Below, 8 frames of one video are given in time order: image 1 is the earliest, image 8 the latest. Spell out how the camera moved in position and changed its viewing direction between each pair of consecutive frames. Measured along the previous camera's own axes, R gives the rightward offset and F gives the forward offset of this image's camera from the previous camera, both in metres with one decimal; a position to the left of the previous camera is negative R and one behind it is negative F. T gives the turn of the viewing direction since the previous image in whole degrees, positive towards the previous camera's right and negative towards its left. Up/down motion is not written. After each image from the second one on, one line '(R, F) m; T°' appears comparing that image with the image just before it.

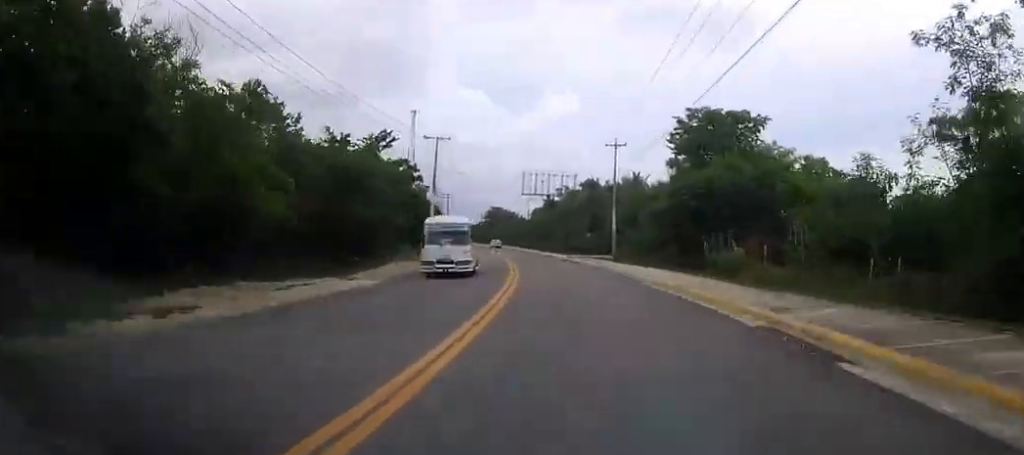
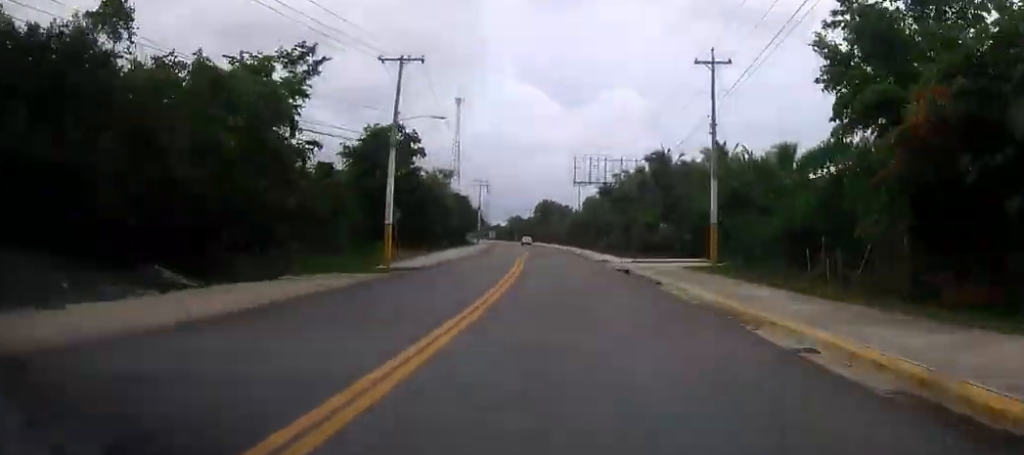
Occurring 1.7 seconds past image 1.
(-0.4, +27.3) m; -4°
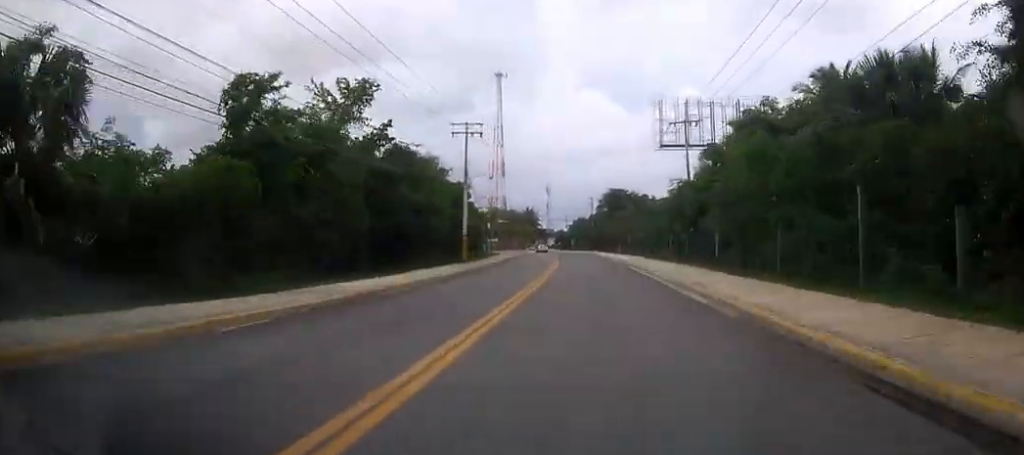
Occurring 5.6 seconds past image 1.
(-4.2, +65.8) m; -5°
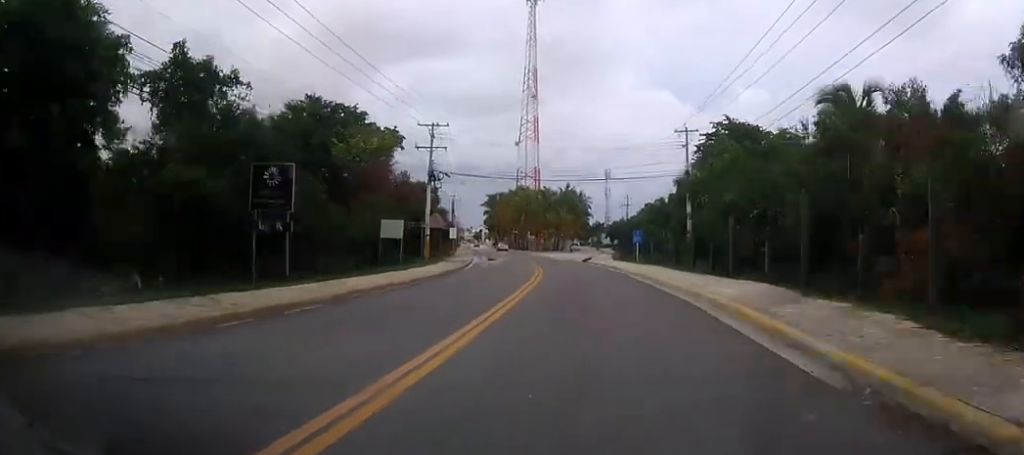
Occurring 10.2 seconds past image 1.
(-3.6, +80.0) m; -6°
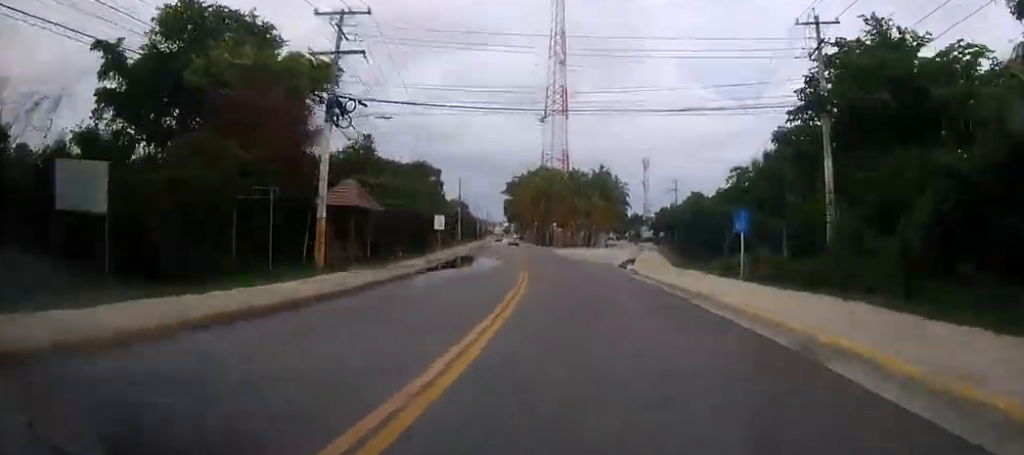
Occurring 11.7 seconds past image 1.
(0.0, +26.0) m; -3°
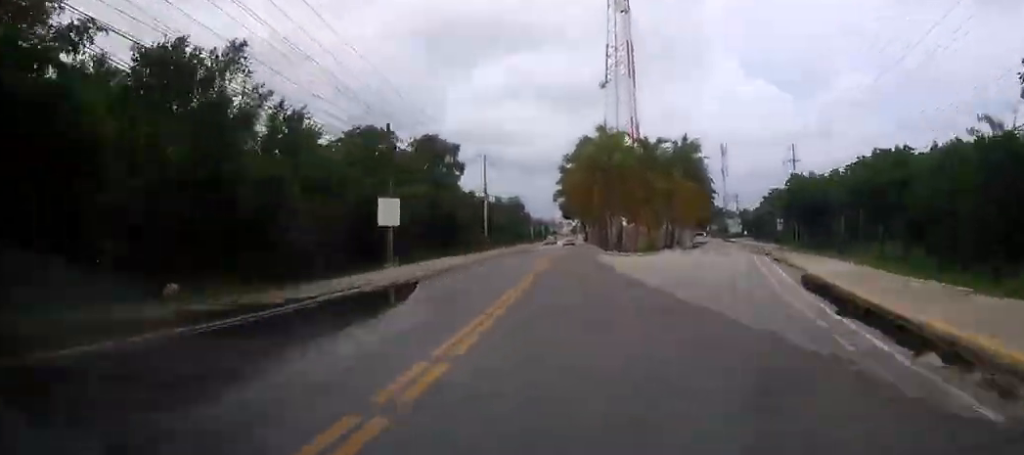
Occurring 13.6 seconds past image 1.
(-1.4, +30.8) m; -4°
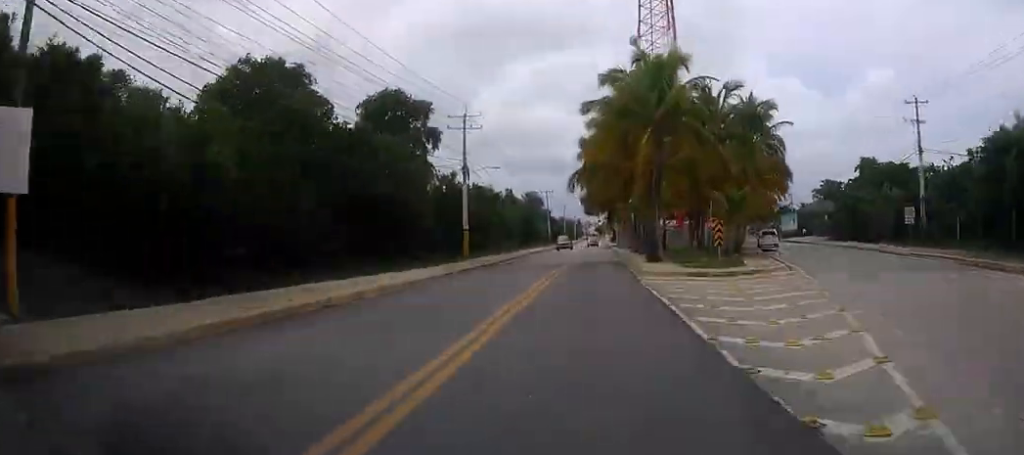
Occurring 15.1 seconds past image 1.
(-0.7, +22.9) m; -2°
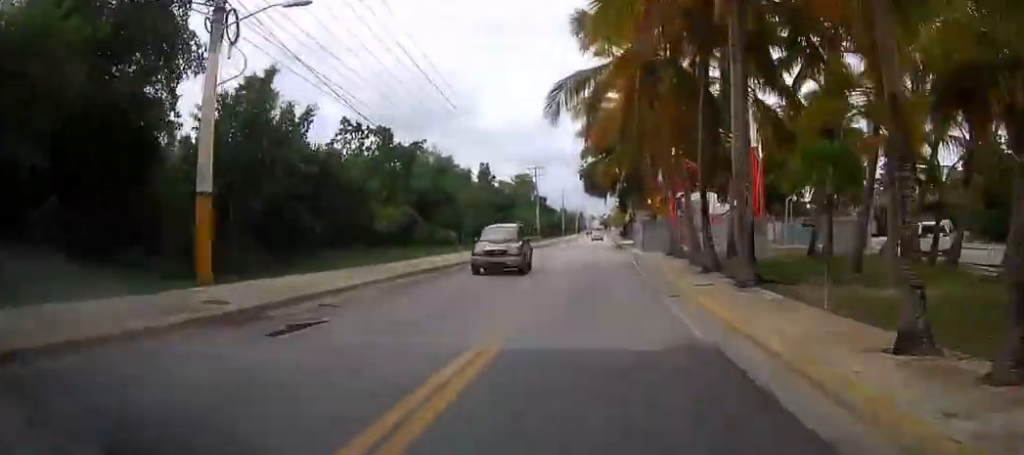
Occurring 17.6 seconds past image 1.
(-0.9, +35.1) m; -1°
